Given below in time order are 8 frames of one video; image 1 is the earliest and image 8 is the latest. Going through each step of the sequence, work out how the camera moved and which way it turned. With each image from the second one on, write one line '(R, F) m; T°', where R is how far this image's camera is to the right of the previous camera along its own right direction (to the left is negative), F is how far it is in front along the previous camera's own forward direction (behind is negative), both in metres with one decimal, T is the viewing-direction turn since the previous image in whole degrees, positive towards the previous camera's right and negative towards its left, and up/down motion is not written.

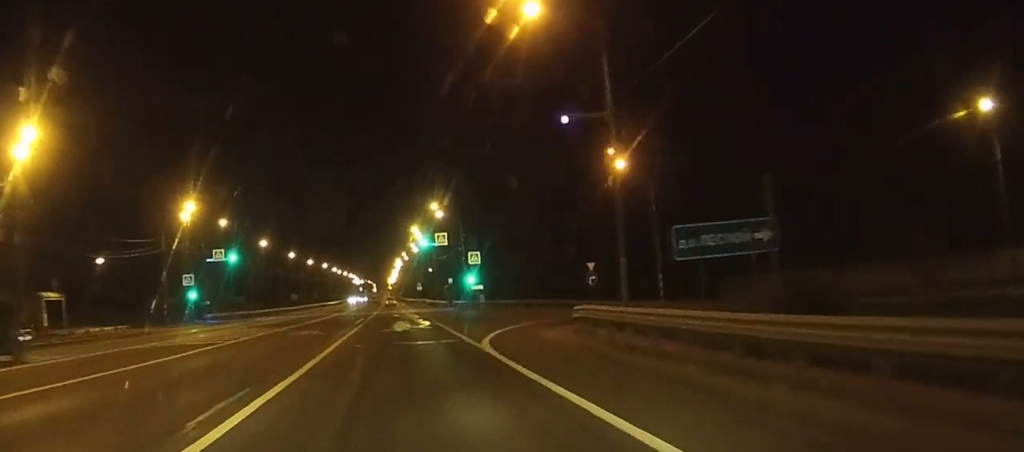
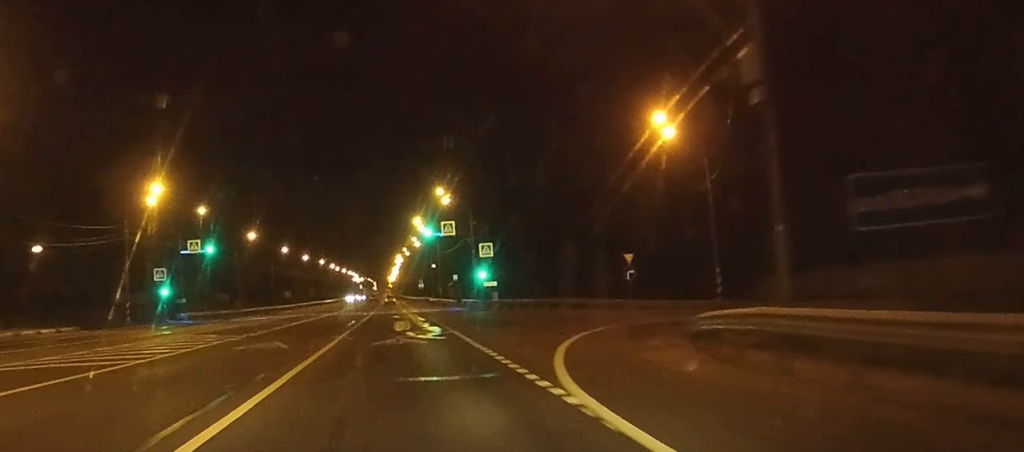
(0.0, +11.3) m; 0°
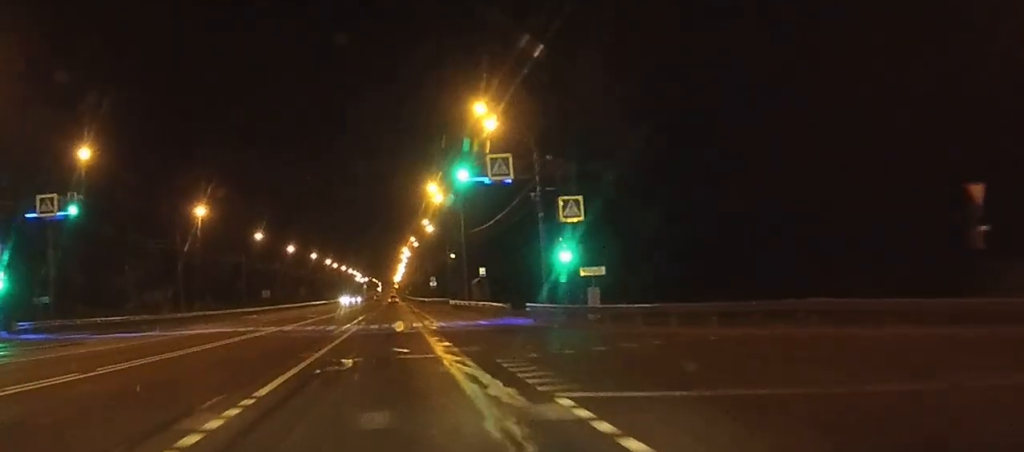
(-0.1, +35.7) m; 0°
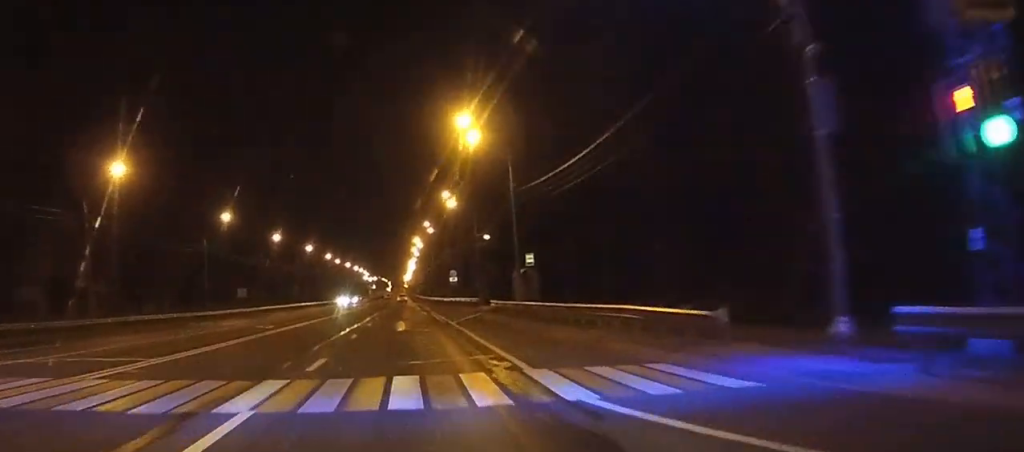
(-0.1, +29.3) m; 0°
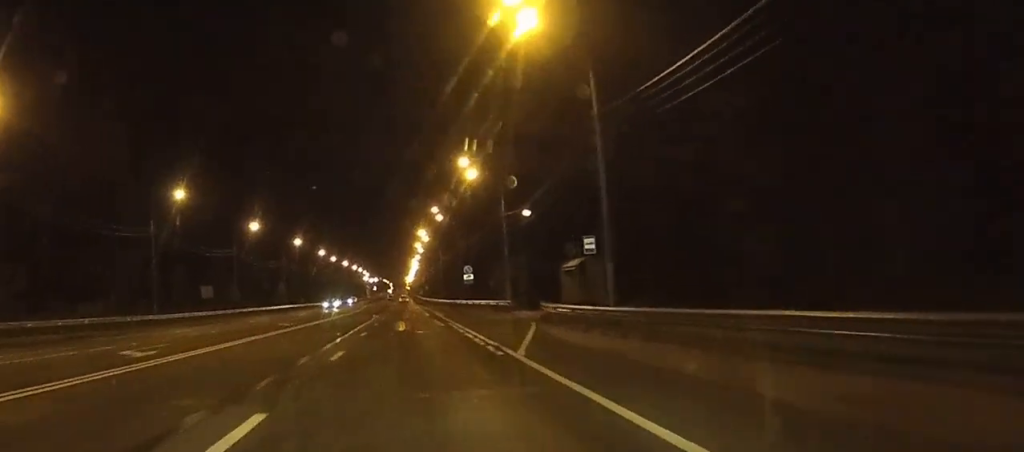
(0.0, +21.0) m; 0°
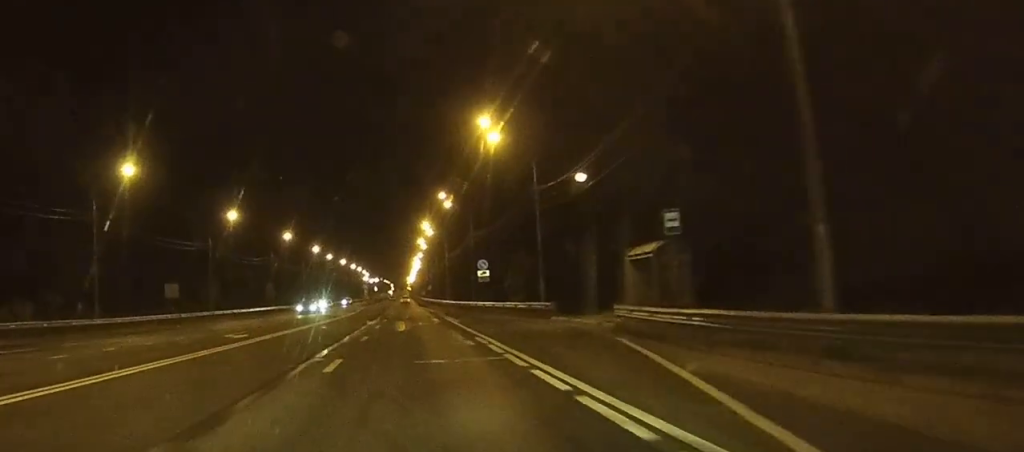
(0.0, +14.4) m; 0°
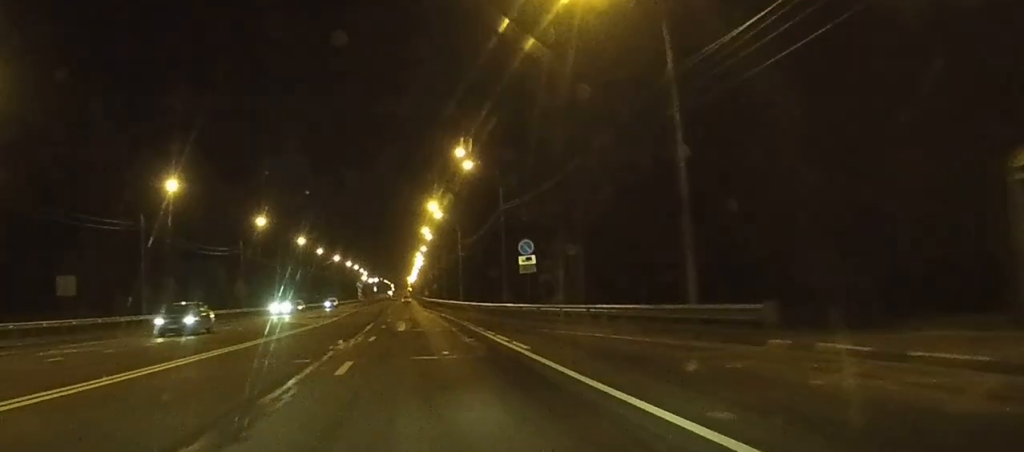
(0.0, +24.5) m; 0°
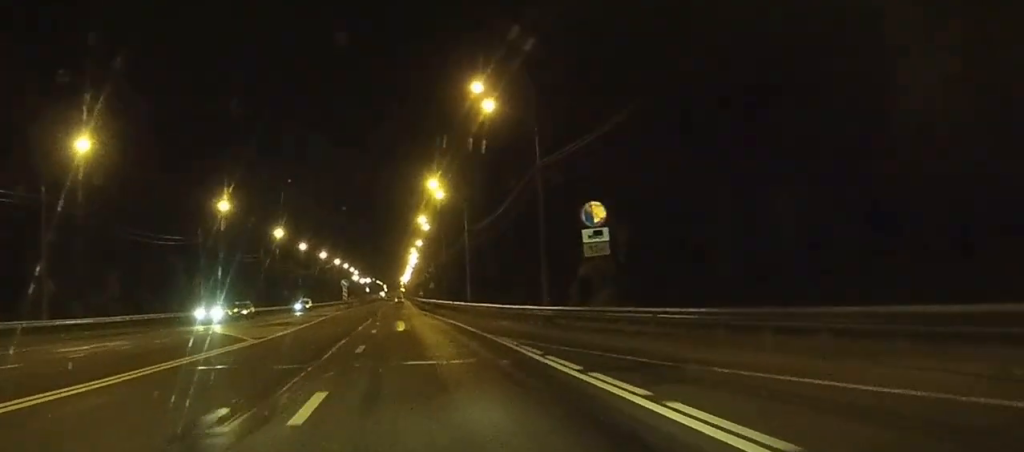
(0.0, +18.0) m; 0°
